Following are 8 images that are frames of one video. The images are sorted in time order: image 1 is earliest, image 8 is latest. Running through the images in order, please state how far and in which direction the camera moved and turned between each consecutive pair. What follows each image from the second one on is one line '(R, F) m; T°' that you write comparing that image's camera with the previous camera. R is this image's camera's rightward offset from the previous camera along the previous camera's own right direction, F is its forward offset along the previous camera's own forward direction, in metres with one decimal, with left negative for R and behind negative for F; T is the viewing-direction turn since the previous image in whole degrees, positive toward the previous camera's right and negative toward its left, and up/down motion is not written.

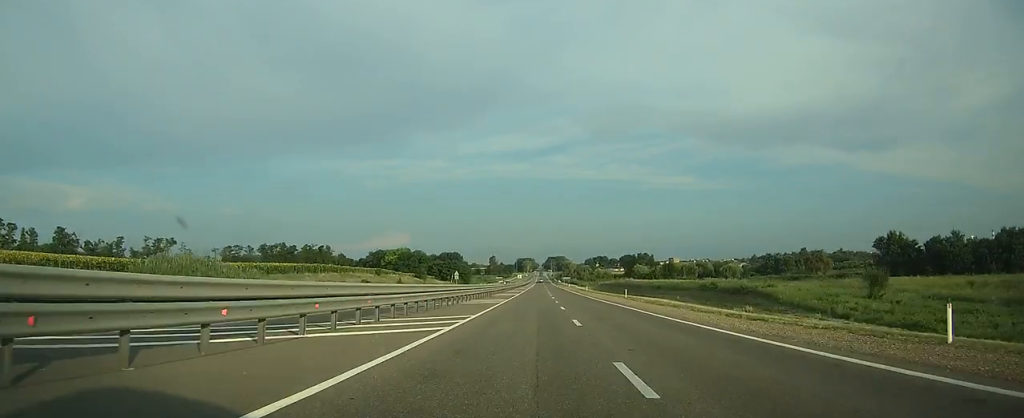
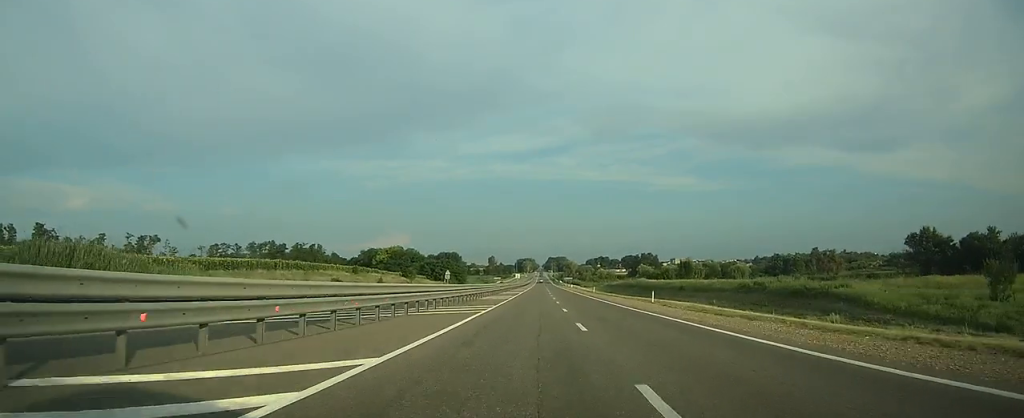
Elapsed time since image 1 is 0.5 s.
(0.0, +14.8) m; 0°
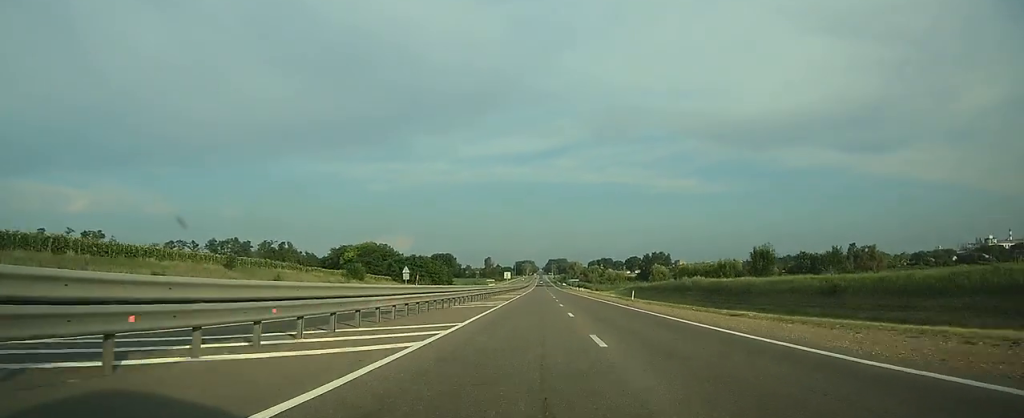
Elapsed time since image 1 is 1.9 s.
(0.0, +37.3) m; 0°
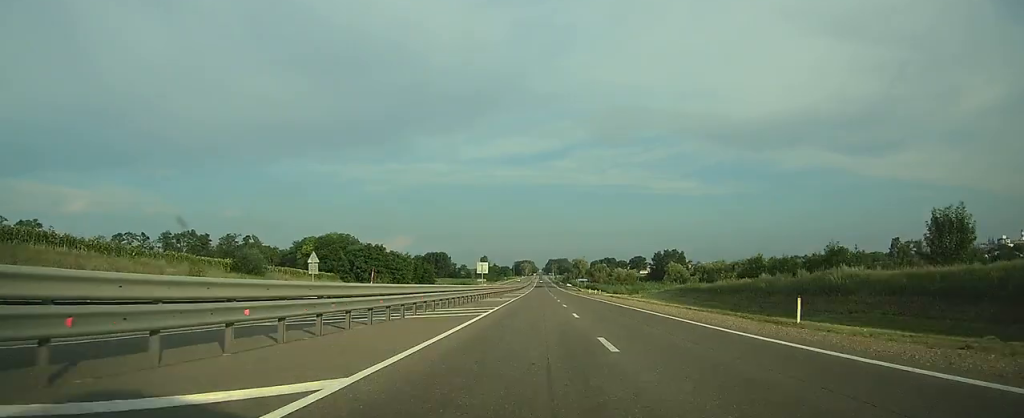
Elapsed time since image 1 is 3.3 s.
(0.0, +31.4) m; 0°
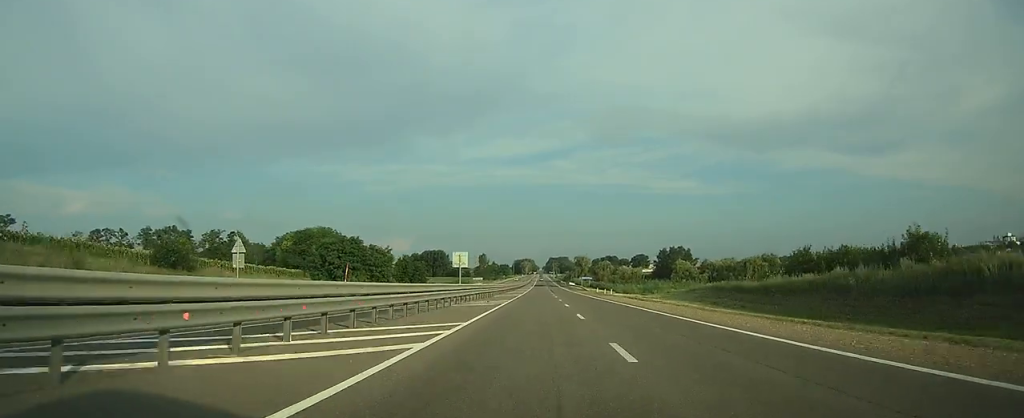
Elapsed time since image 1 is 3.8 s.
(0.0, +11.3) m; 0°
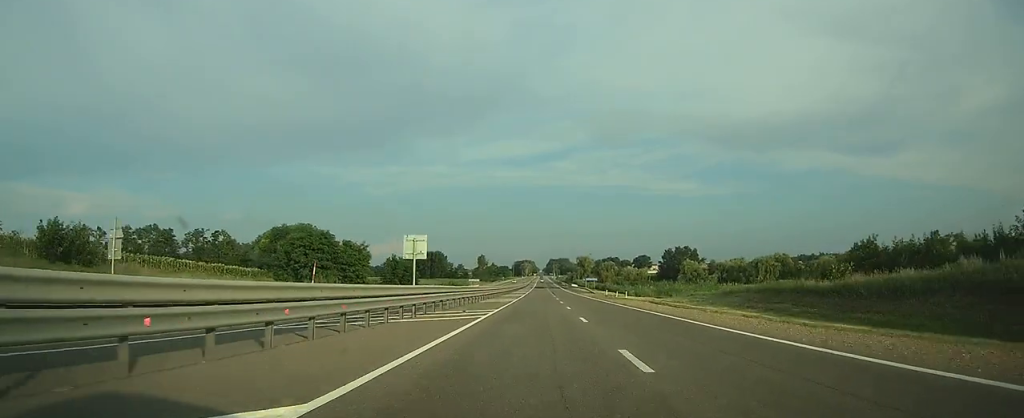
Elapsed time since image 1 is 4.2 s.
(0.0, +10.4) m; 0°
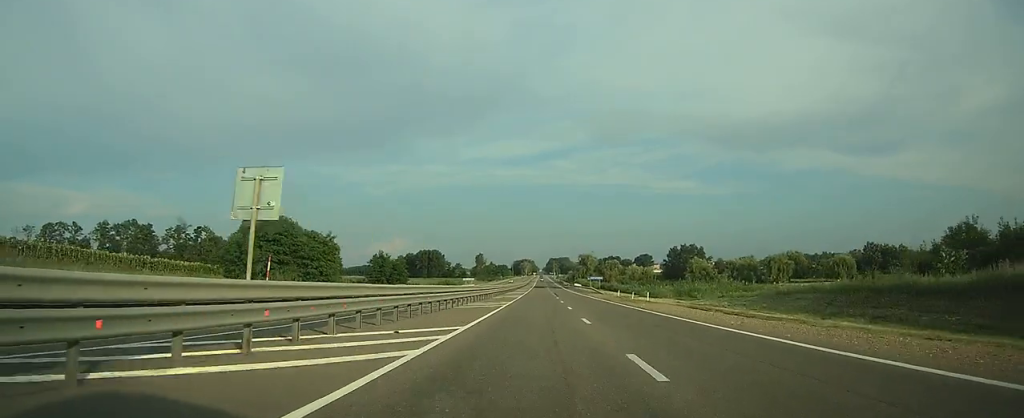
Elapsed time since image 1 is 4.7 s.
(0.0, +10.5) m; 0°
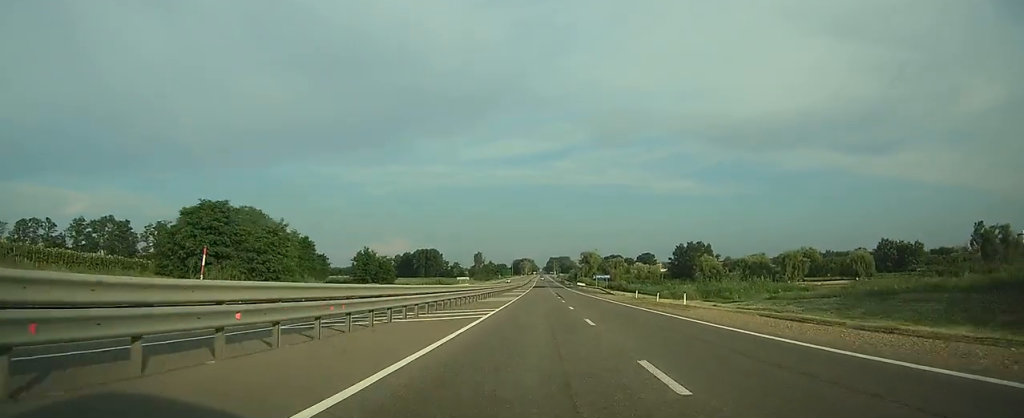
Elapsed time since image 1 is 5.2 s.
(0.0, +10.7) m; 0°
